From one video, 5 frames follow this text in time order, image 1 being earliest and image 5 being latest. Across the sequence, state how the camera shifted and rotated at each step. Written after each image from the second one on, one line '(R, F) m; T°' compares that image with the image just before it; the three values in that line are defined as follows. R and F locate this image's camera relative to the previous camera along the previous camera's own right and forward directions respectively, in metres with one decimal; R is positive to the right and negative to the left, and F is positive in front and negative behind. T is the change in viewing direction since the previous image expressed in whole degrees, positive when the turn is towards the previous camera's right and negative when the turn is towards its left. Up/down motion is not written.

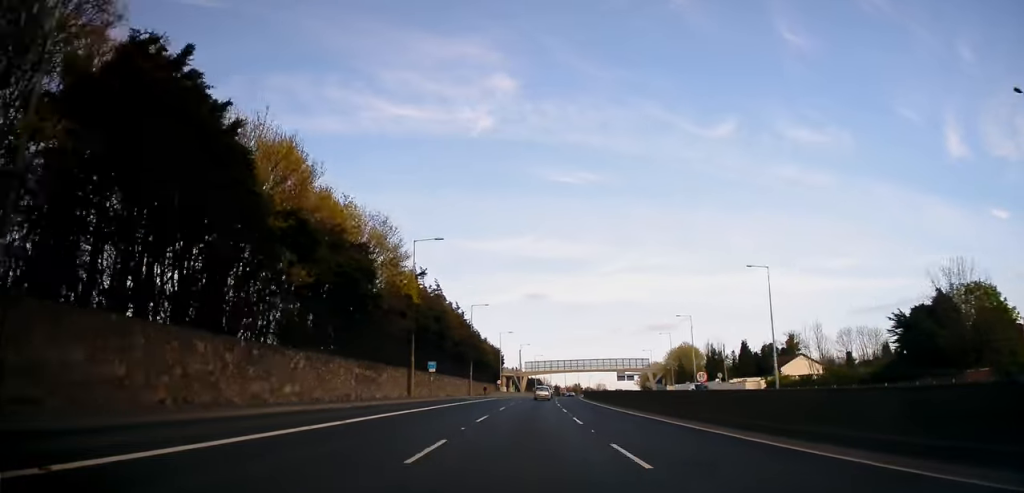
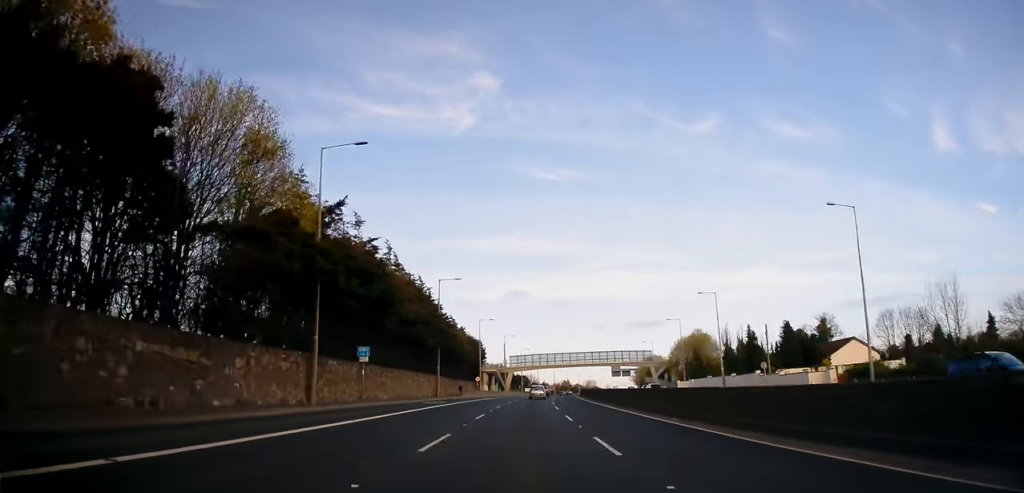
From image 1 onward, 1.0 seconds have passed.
(+0.1, +21.5) m; +2°
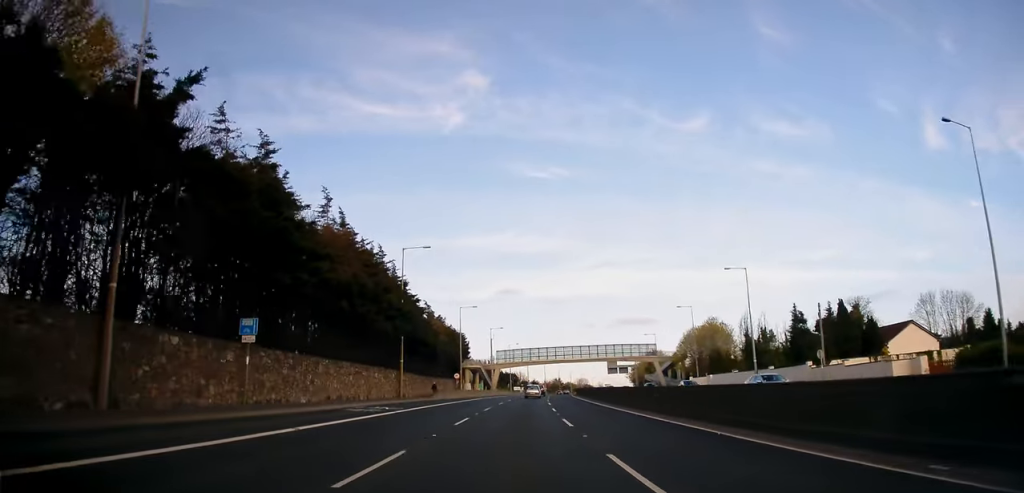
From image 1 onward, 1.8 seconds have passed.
(+0.4, +15.8) m; +1°
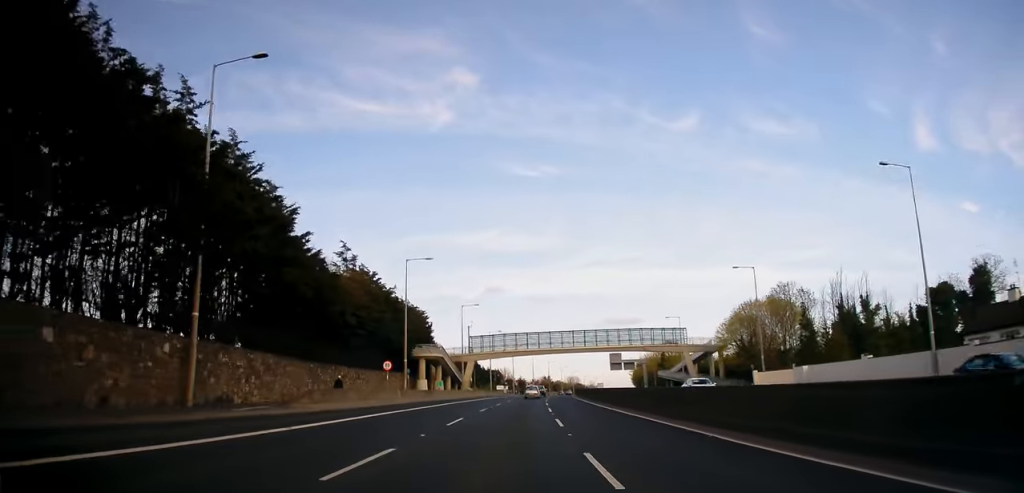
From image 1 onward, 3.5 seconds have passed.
(+0.1, +34.9) m; 0°
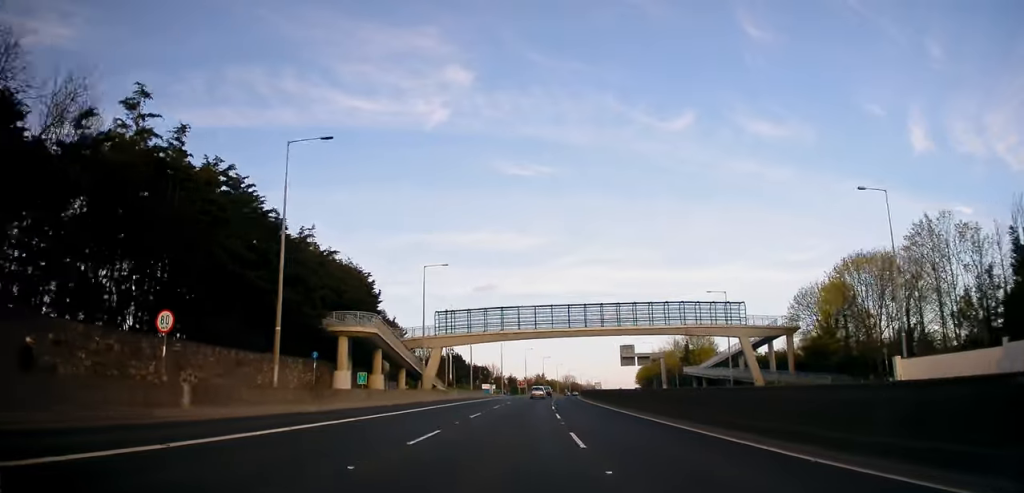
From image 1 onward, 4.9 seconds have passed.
(0.0, +30.2) m; +1°
